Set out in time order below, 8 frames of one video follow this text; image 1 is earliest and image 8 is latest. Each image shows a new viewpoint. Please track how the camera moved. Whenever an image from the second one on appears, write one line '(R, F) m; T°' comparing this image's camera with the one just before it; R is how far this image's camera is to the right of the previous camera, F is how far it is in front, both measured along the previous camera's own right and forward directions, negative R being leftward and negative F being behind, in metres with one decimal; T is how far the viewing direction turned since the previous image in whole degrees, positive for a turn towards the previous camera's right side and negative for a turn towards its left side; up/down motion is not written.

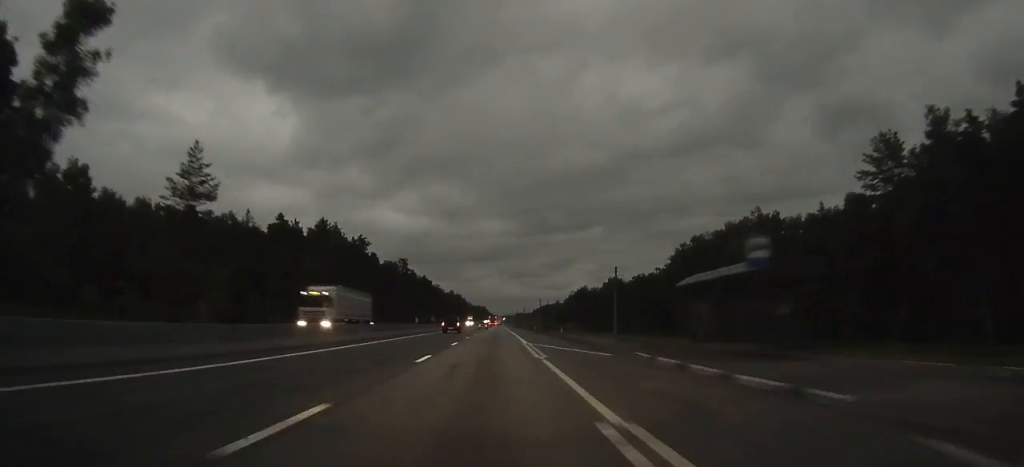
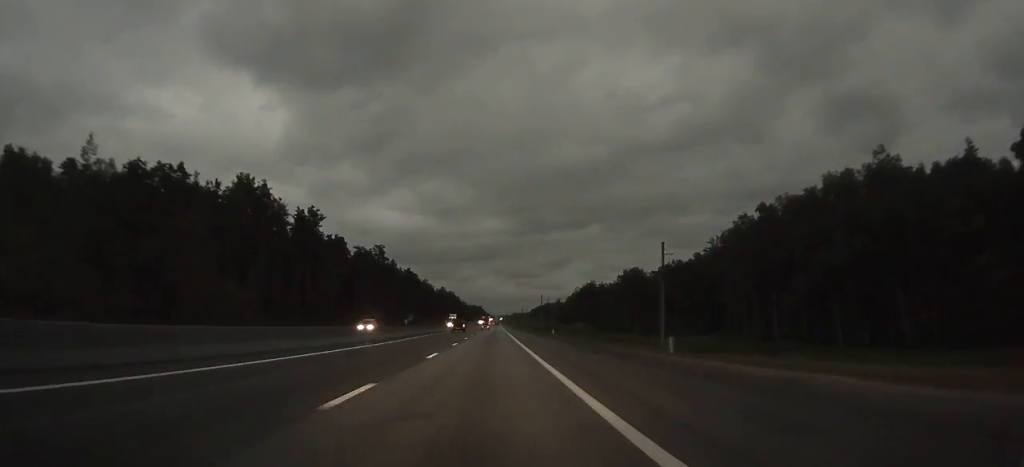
(0.0, +44.6) m; 0°
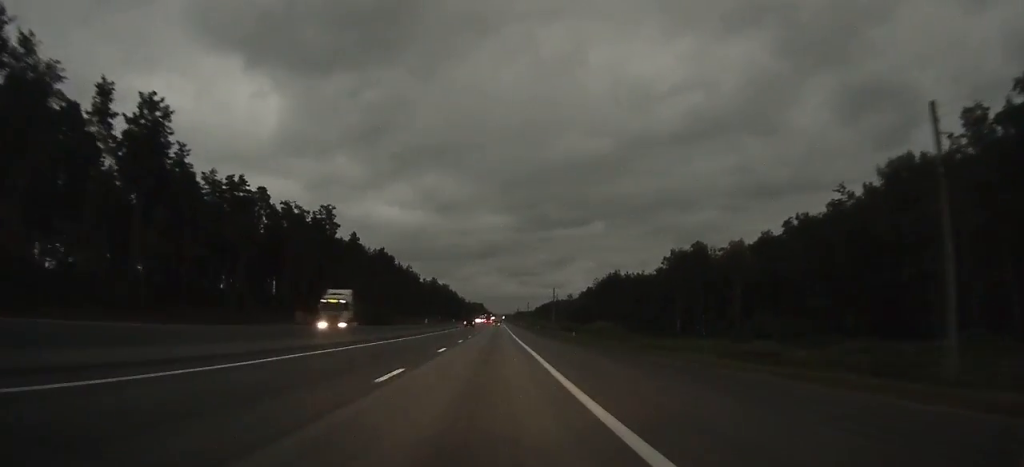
(+0.1, +68.3) m; 0°
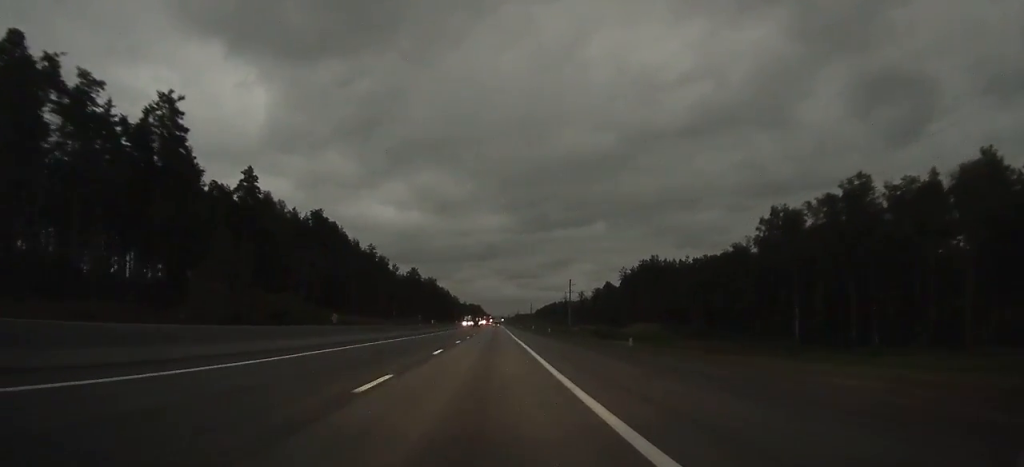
(+0.2, +74.2) m; 0°
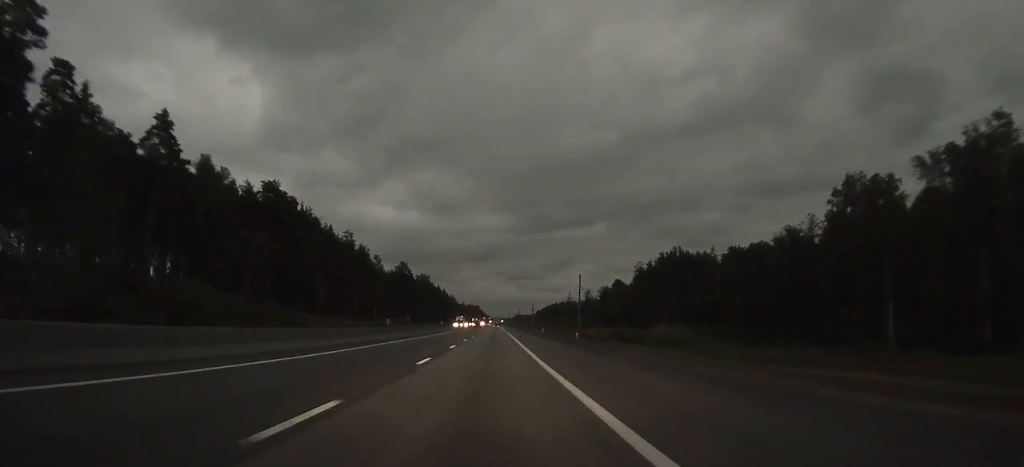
(0.0, +28.3) m; 0°
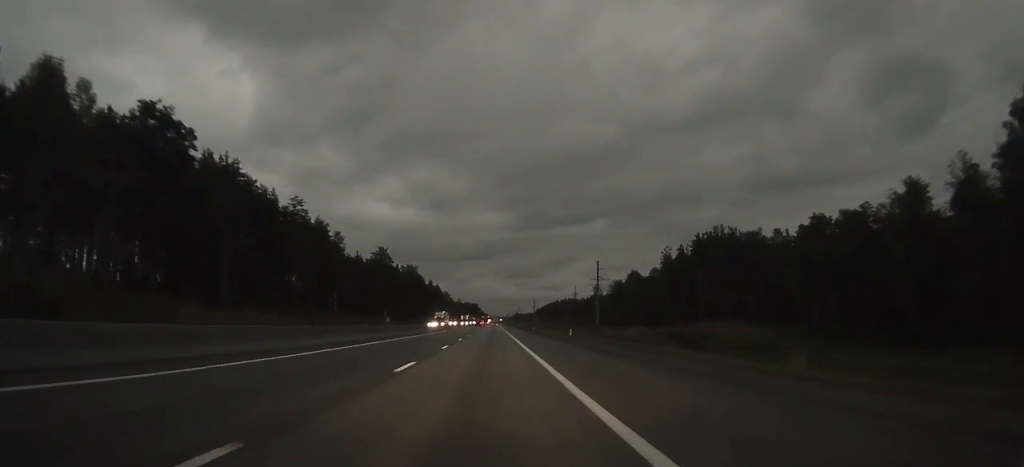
(+0.1, +39.1) m; 0°
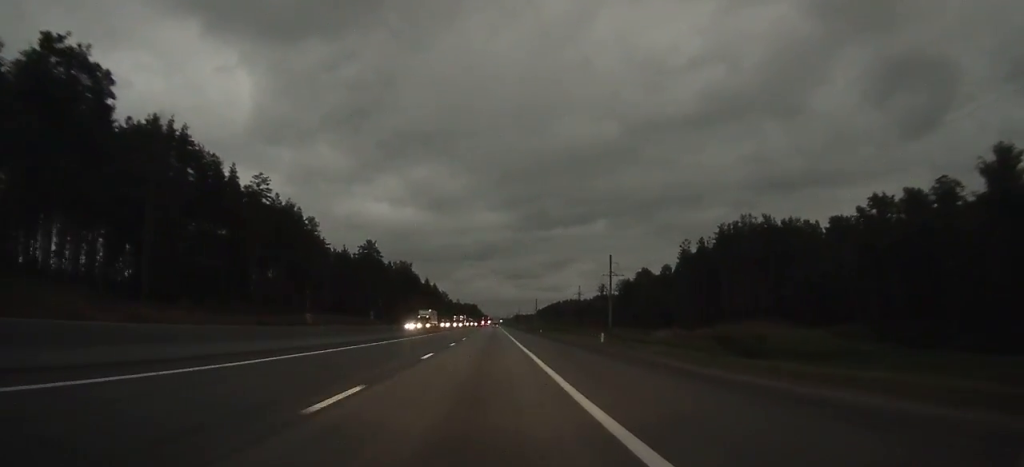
(0.0, +18.3) m; 0°
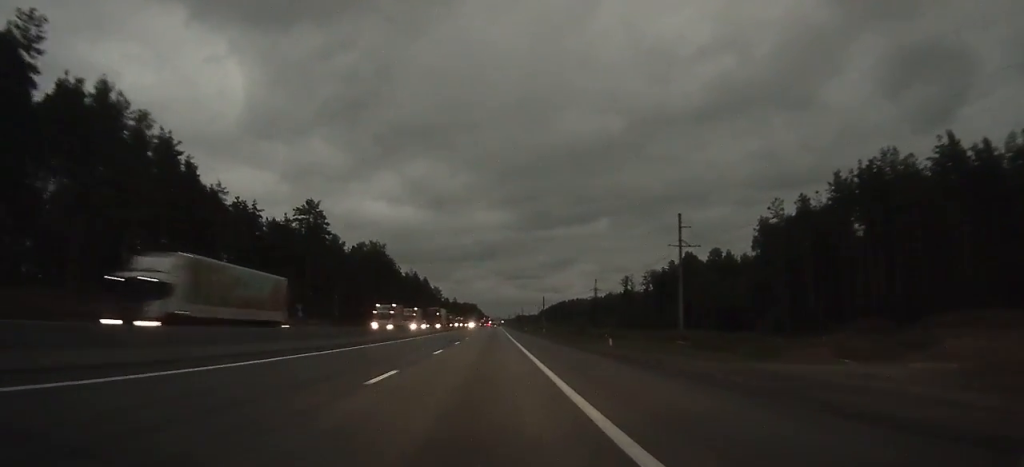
(-0.1, +55.4) m; 0°
